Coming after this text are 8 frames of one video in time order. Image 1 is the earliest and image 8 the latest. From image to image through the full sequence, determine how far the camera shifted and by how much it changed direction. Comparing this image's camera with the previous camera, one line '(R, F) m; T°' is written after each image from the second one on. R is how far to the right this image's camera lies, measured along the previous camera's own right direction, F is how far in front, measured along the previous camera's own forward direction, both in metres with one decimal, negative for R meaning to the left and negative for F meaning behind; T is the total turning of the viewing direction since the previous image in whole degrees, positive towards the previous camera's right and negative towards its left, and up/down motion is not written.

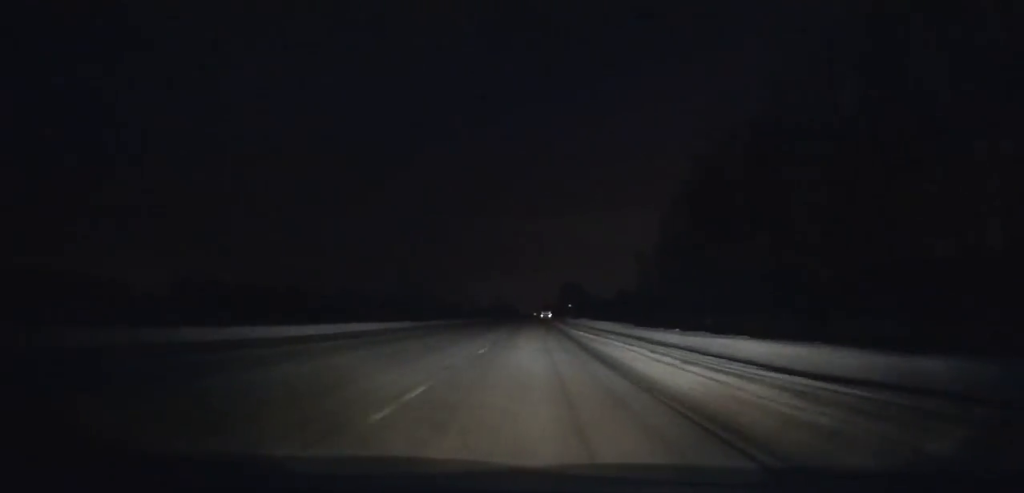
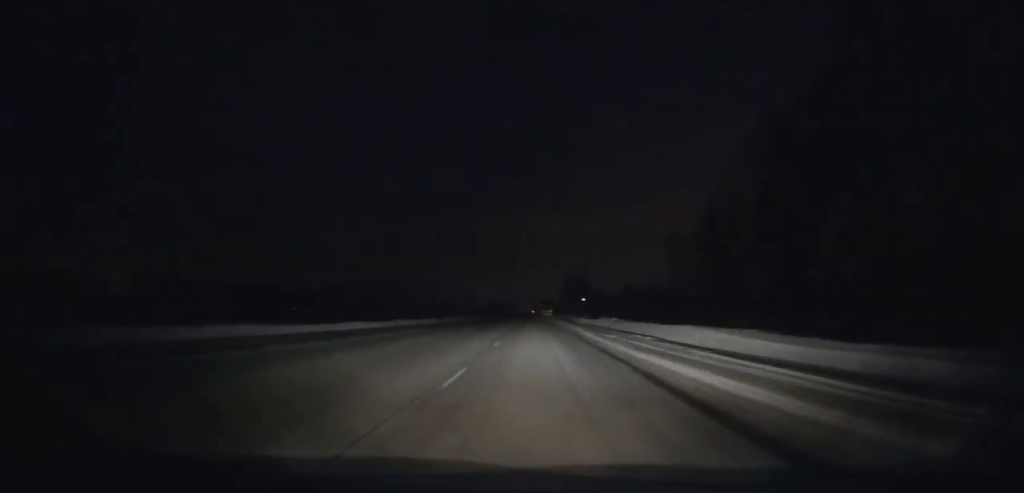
(-0.1, +32.8) m; 0°
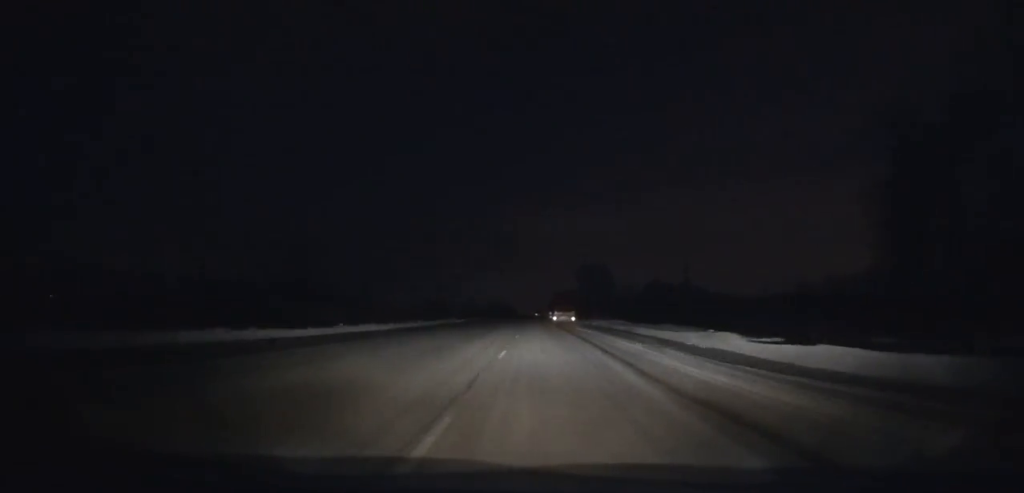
(0.0, +67.7) m; 0°
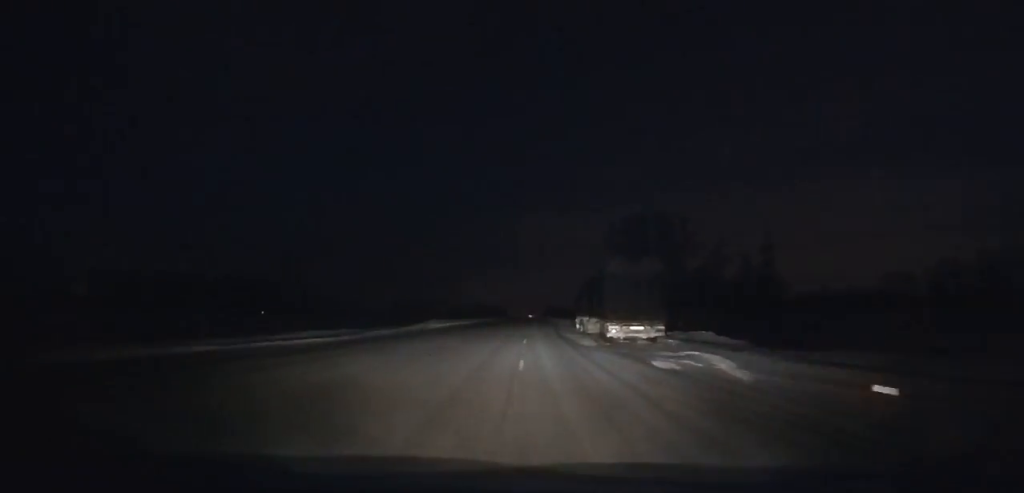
(+0.1, +88.7) m; +1°
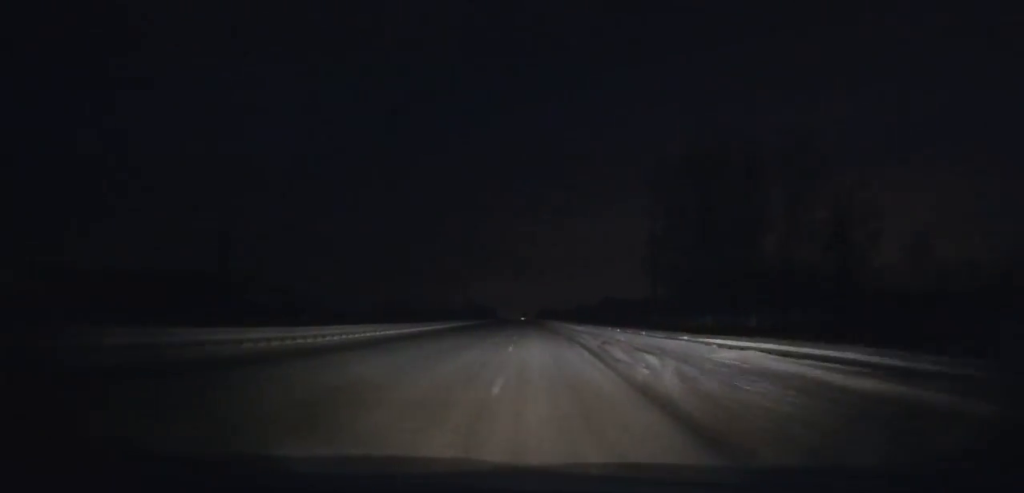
(+0.6, +40.1) m; +1°
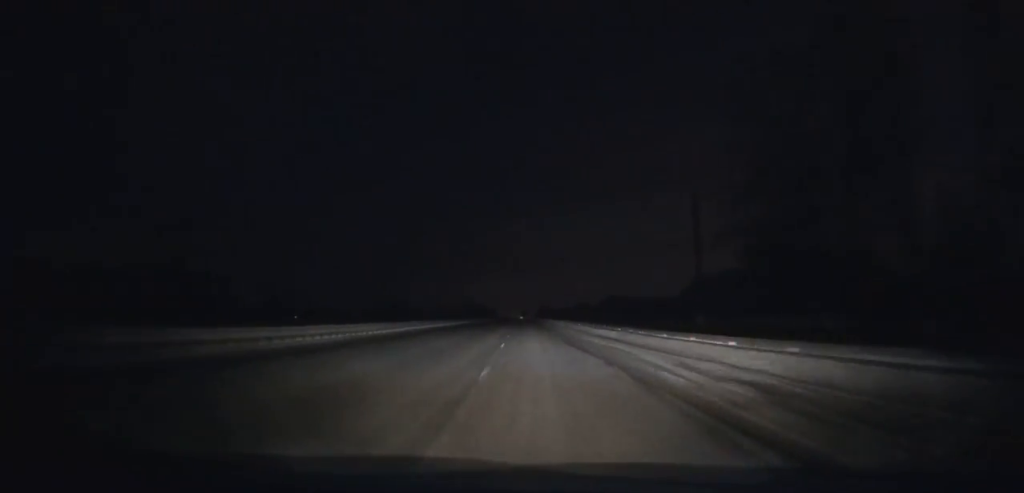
(+0.1, +22.2) m; 0°
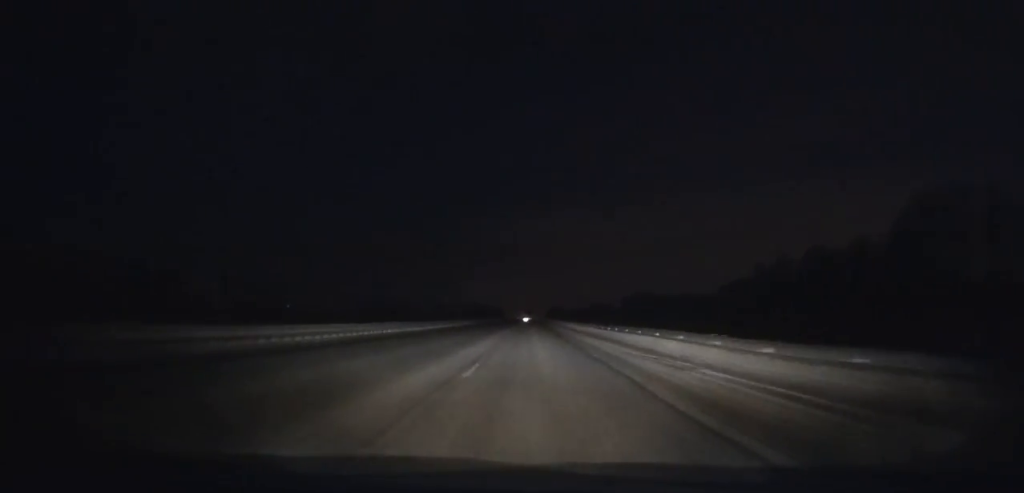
(-0.1, +58.8) m; 0°
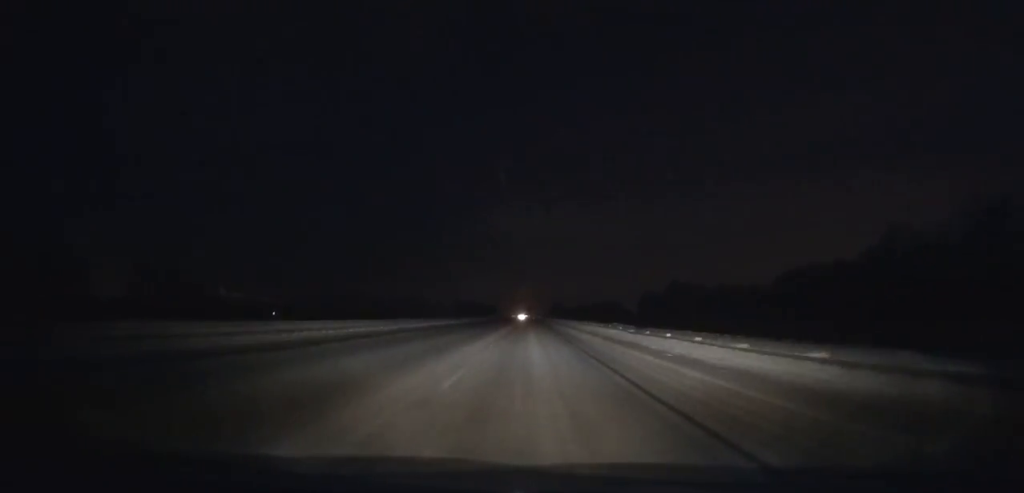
(-0.4, +75.2) m; 0°
